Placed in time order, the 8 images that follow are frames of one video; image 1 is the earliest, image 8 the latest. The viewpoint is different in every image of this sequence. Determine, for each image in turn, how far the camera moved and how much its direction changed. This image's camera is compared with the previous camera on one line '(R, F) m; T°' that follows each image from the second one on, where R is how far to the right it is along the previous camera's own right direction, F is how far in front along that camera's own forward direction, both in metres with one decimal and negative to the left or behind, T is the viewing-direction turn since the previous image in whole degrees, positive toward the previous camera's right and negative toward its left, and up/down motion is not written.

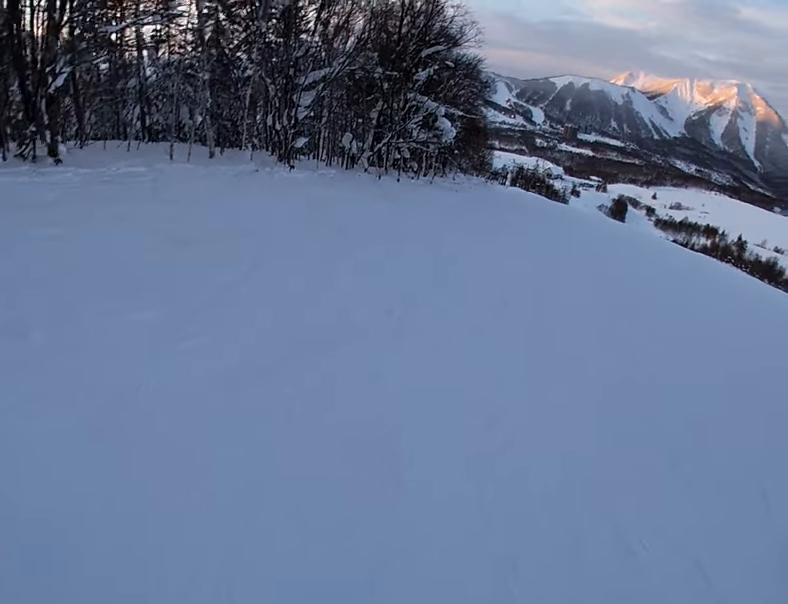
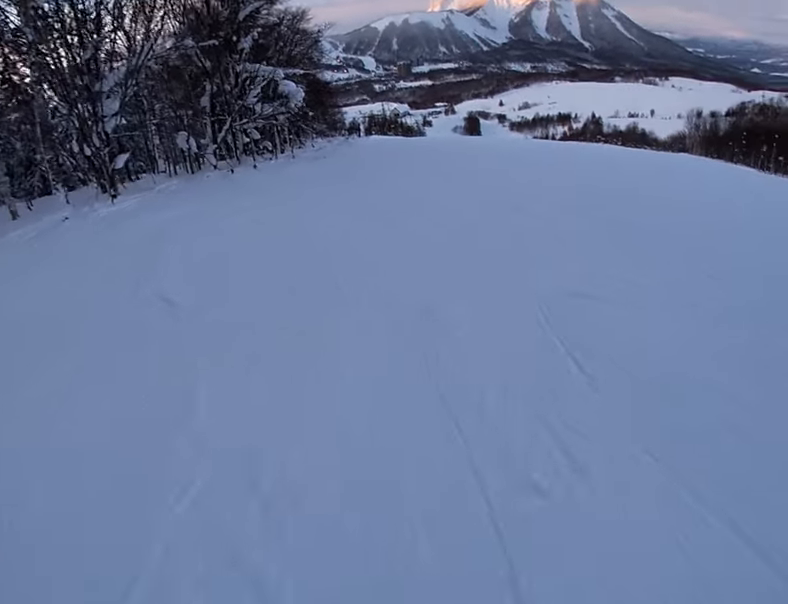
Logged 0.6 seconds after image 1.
(+0.1, +5.4) m; +9°
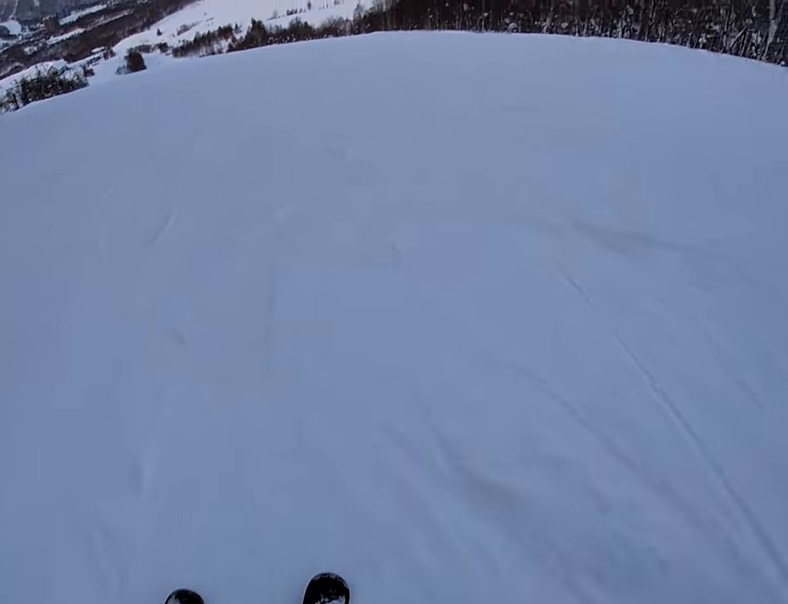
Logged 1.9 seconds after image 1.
(+2.8, +10.0) m; +29°
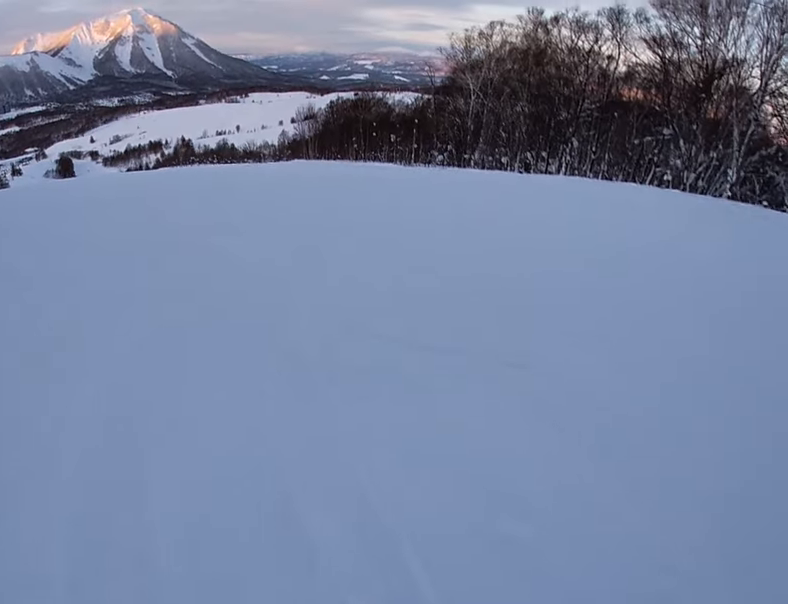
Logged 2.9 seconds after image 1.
(+1.2, +8.6) m; +2°
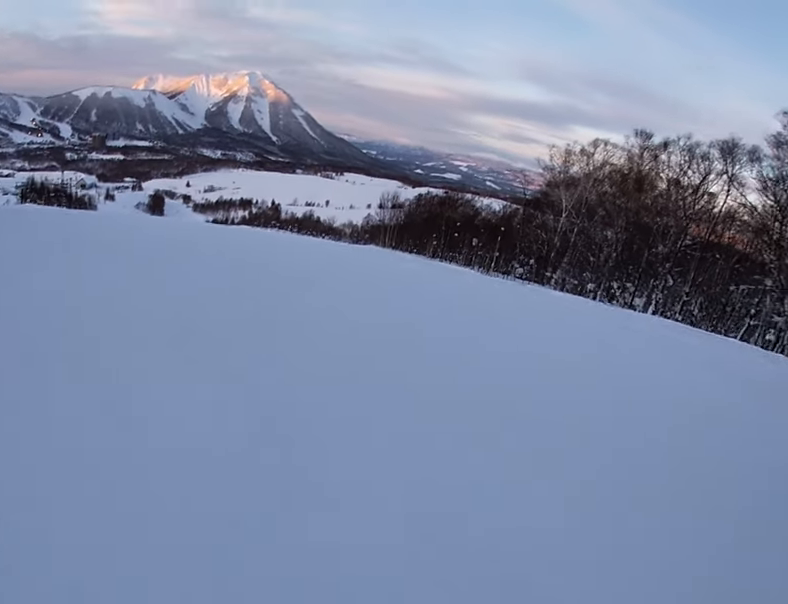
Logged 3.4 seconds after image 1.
(+0.1, +3.6) m; -5°
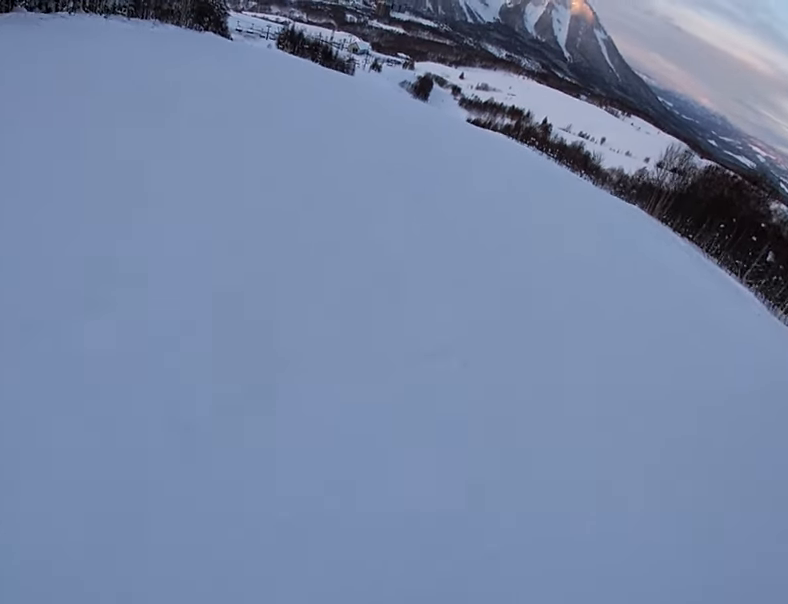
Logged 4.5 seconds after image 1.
(-1.7, +8.8) m; -22°
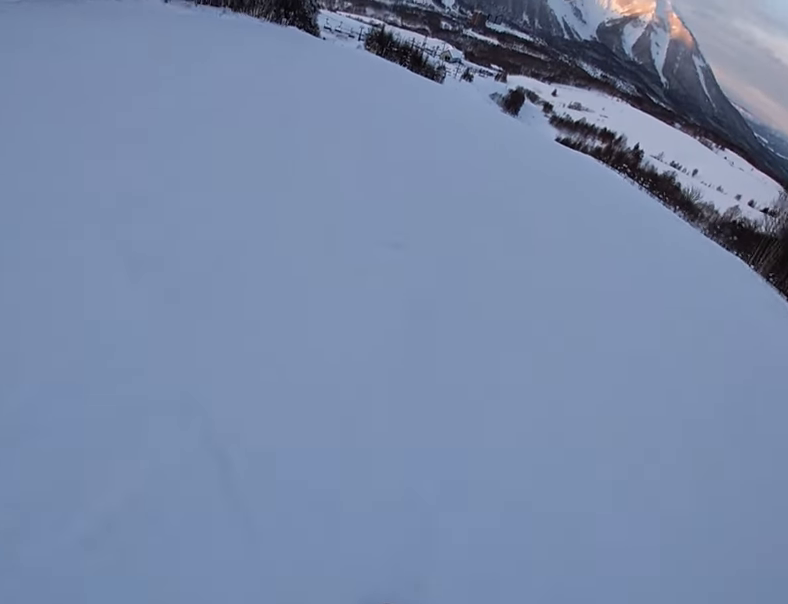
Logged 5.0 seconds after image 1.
(-0.4, +3.7) m; -9°
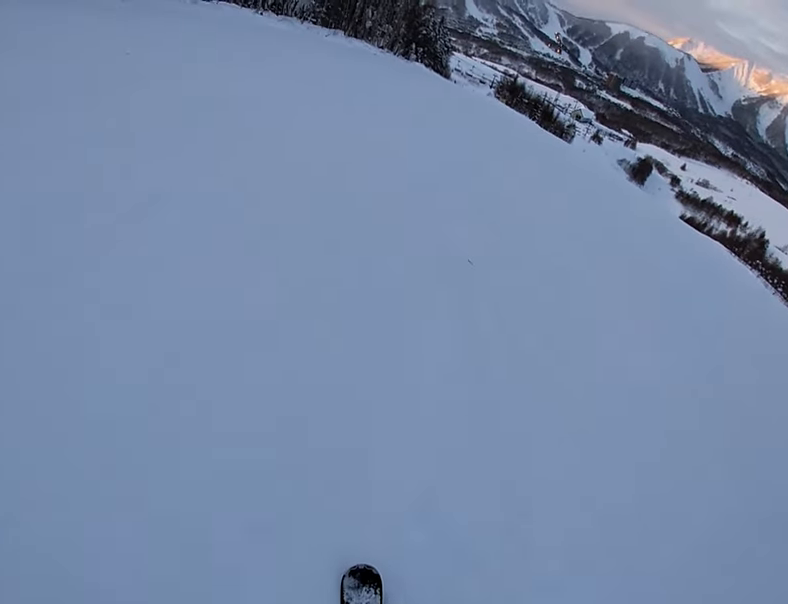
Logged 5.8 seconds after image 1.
(-0.8, +5.8) m; -17°
